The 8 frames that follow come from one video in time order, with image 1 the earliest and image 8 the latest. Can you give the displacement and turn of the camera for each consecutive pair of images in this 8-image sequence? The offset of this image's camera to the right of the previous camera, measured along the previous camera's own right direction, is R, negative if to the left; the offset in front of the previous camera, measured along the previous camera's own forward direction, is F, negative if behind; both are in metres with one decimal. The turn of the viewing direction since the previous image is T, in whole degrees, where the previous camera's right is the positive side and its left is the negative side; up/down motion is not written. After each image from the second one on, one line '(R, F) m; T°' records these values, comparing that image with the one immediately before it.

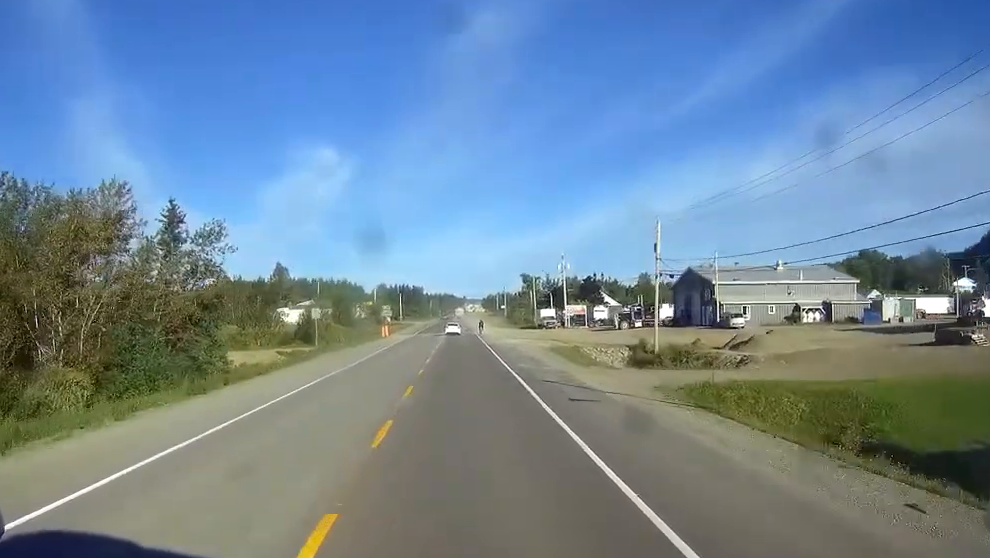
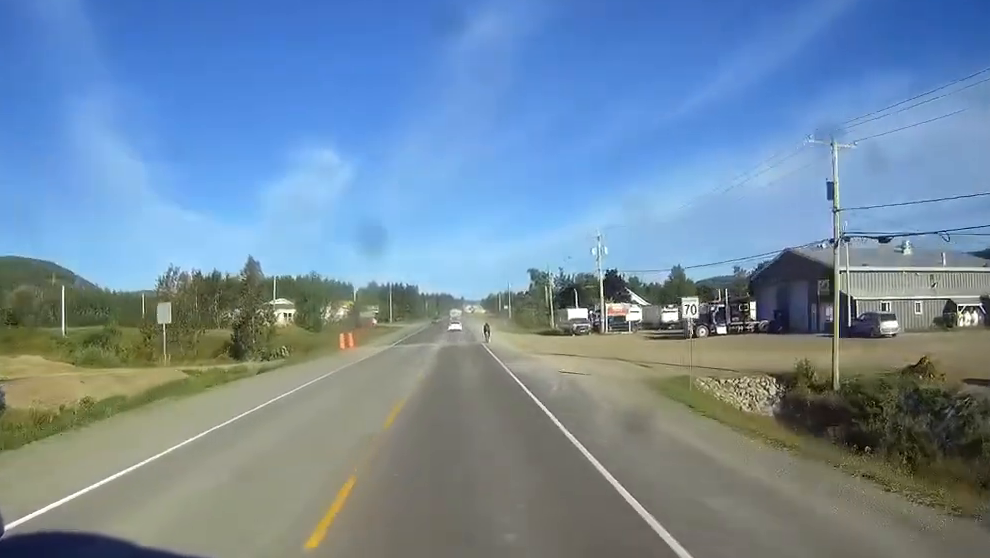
(0.0, +33.2) m; 0°
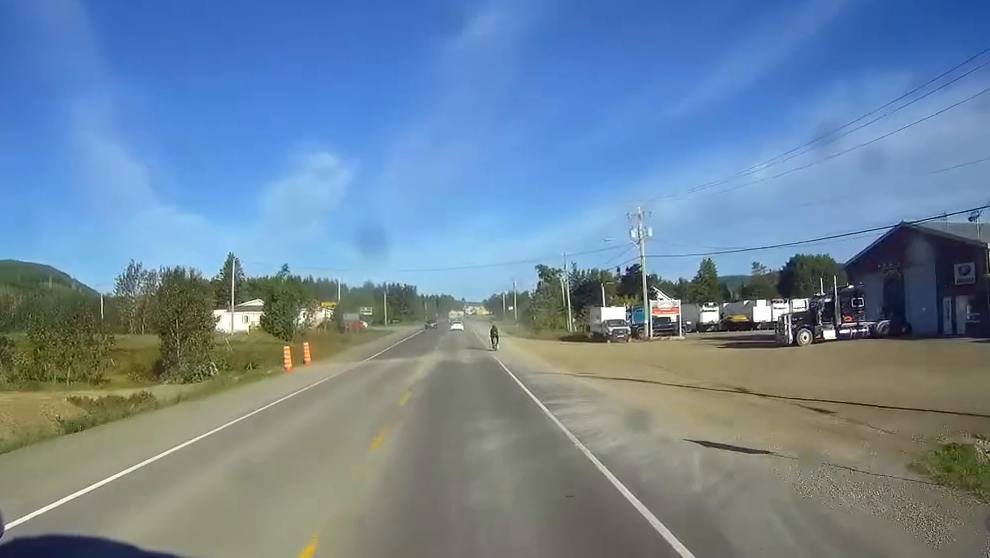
(0.0, +20.9) m; 0°
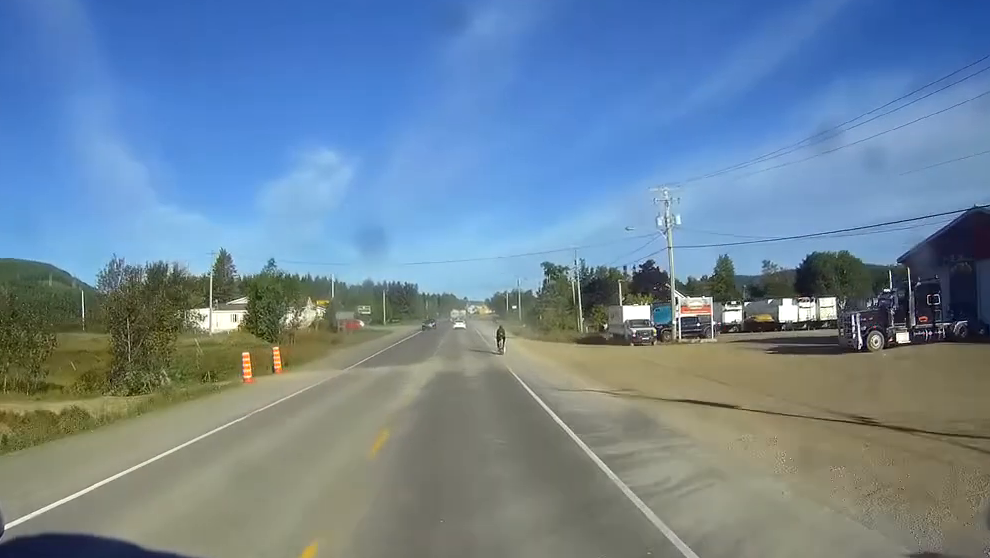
(0.0, +8.8) m; 0°
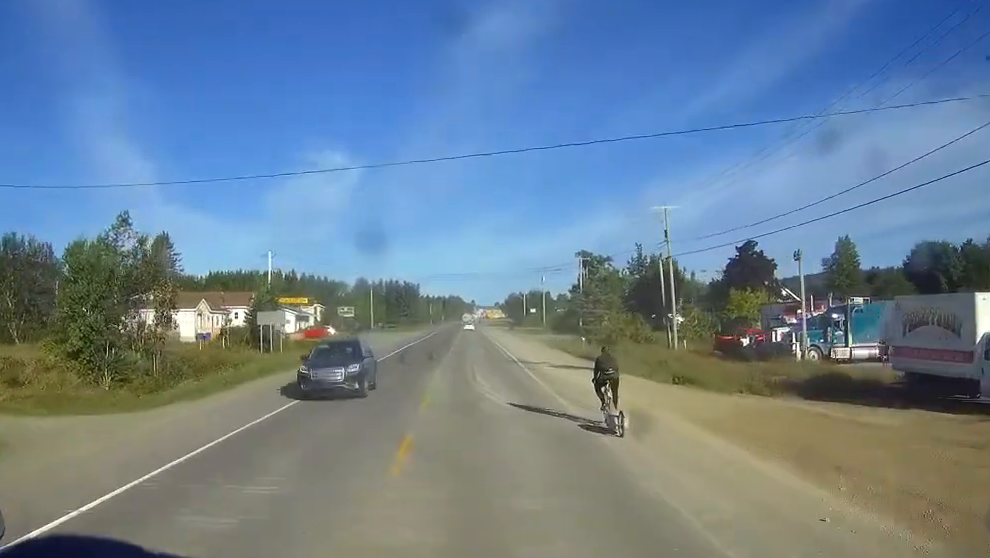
(-0.3, +45.8) m; 0°
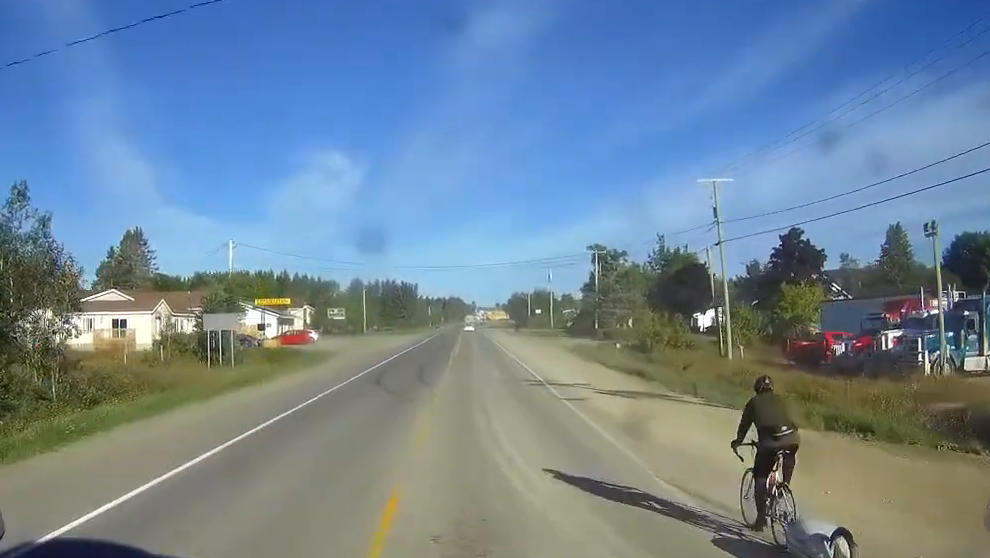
(-0.1, +13.6) m; 0°
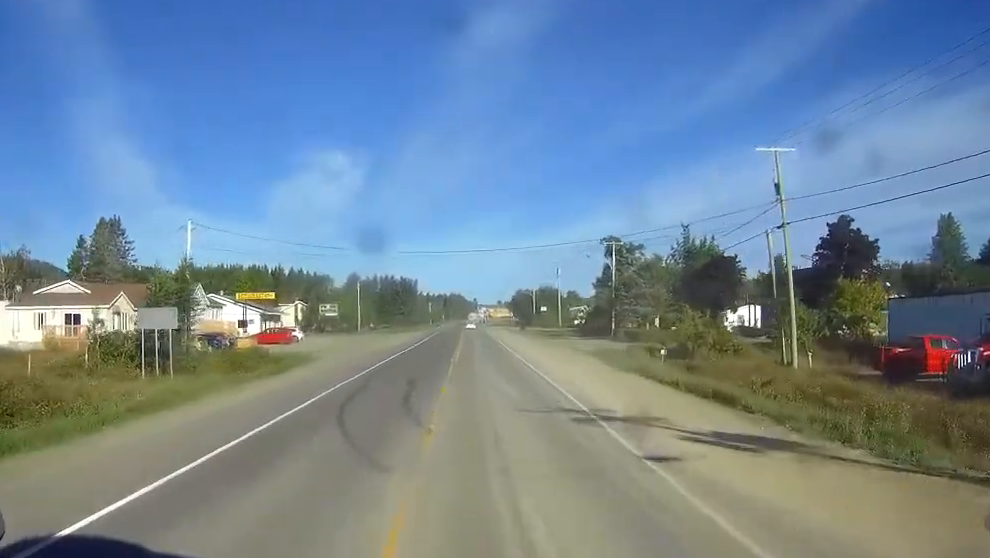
(+0.1, +10.7) m; 0°
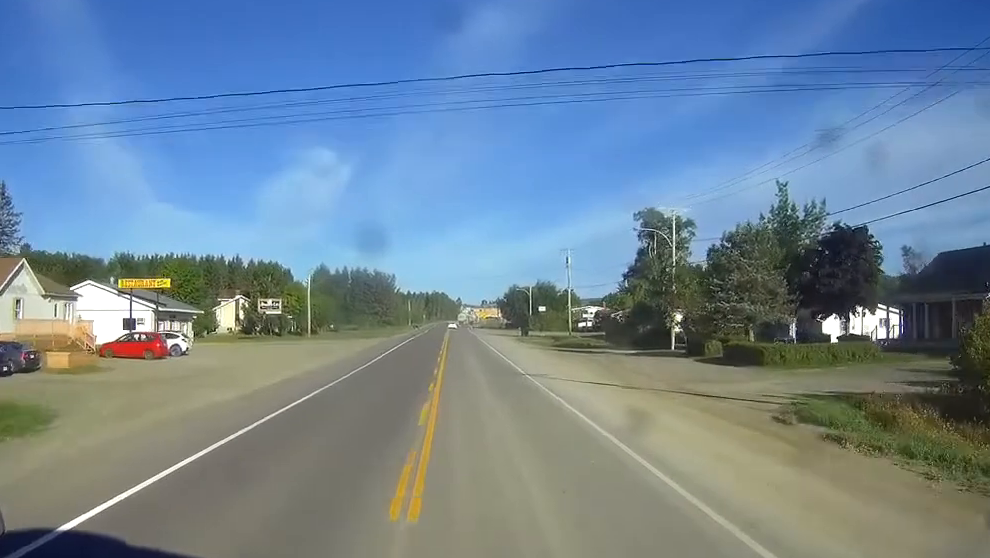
(+0.3, +33.3) m; +1°
